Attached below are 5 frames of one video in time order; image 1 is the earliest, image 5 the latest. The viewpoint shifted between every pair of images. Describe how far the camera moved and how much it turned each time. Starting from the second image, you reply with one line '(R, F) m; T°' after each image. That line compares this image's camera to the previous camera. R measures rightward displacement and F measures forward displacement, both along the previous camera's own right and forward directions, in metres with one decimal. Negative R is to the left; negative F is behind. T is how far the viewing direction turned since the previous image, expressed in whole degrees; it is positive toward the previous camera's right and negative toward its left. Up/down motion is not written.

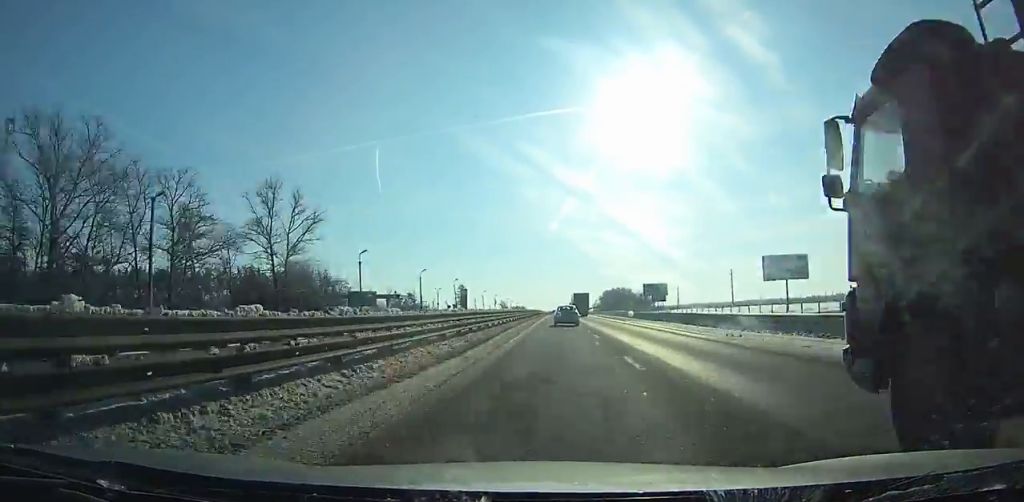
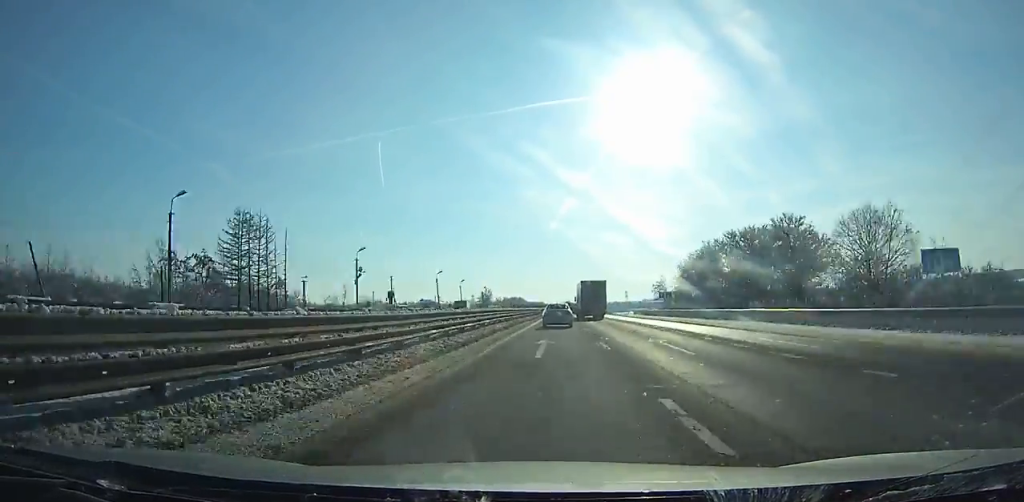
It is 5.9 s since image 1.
(-0.5, +176.5) m; 0°
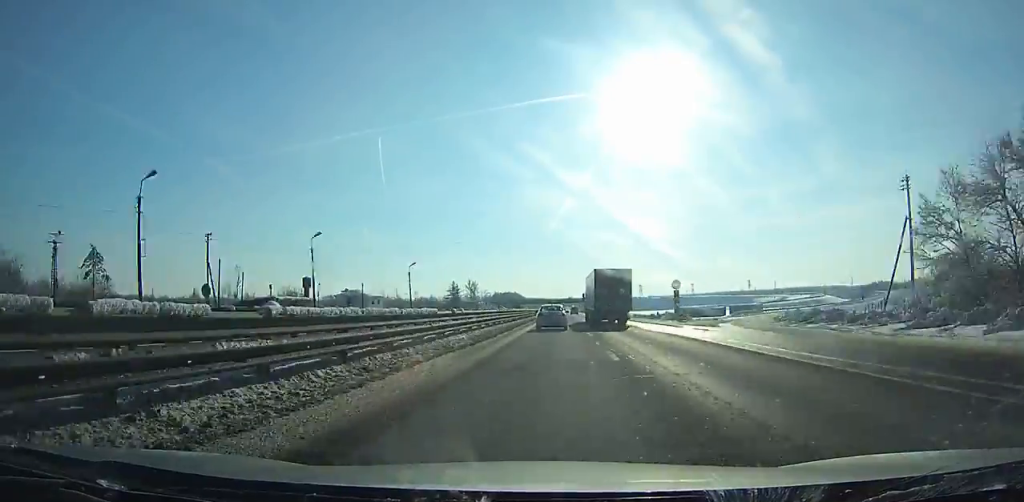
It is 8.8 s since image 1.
(-0.3, +87.9) m; 0°
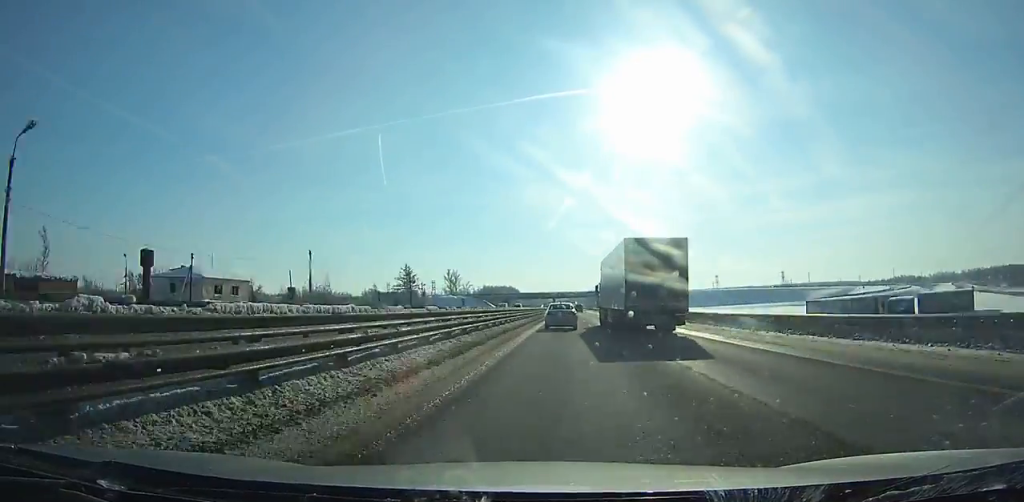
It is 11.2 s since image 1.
(+0.1, +73.2) m; 0°
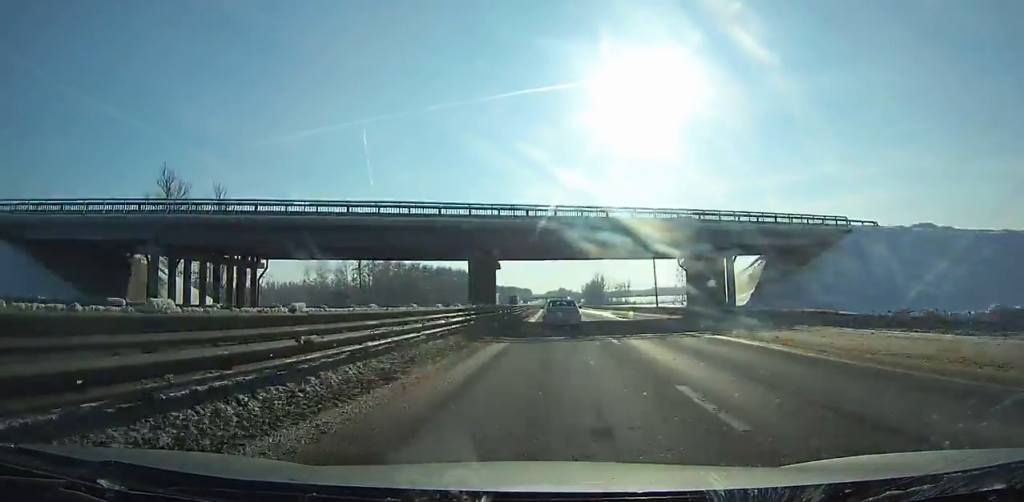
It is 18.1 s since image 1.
(+1.9, +210.2) m; 0°
